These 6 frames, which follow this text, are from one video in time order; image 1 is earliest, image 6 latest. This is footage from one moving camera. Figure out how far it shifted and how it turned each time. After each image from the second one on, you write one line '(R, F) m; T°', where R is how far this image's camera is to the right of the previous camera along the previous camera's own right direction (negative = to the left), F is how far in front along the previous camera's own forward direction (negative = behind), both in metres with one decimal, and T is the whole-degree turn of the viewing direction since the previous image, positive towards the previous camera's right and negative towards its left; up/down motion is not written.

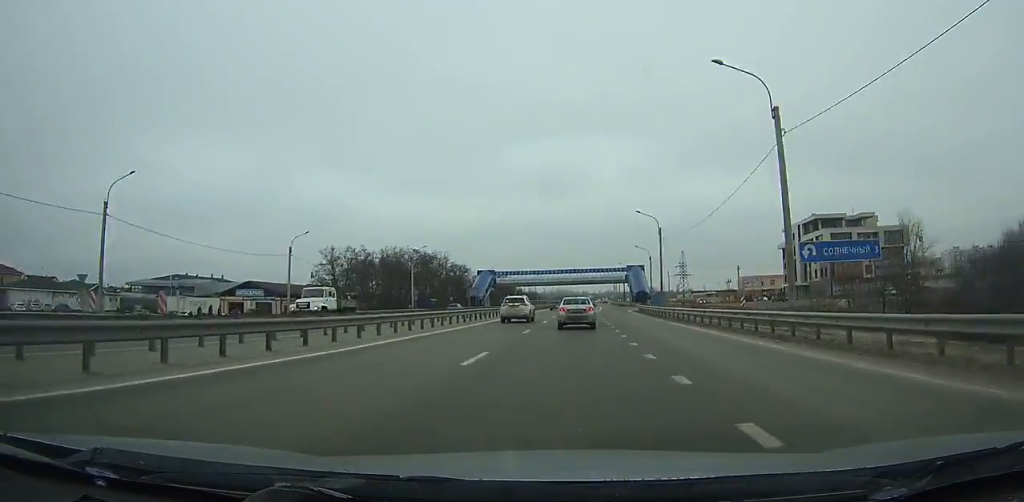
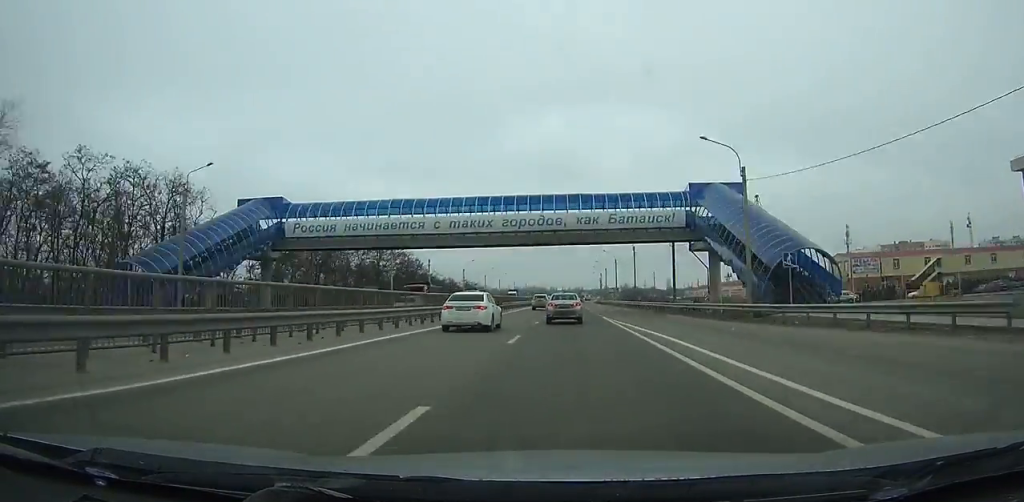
(+2.2, +107.0) m; +2°
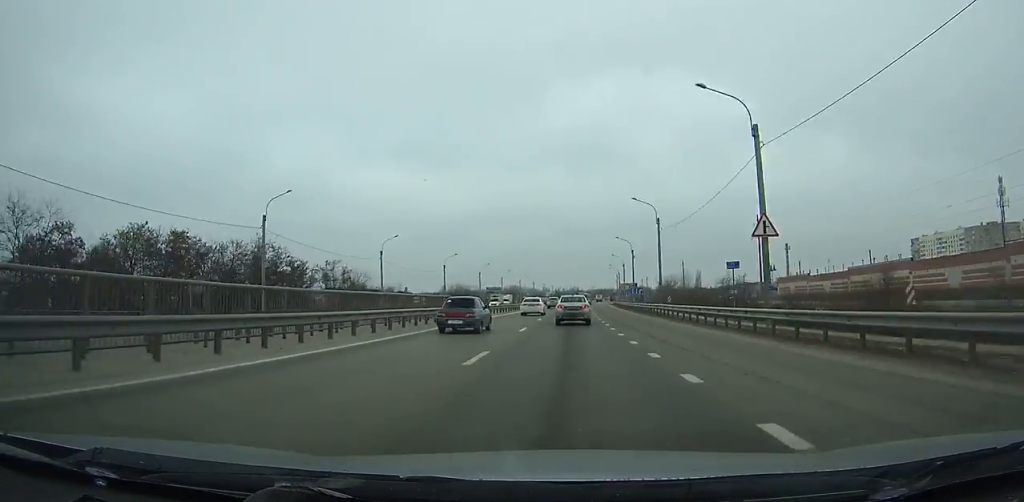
(+1.3, +115.7) m; +1°
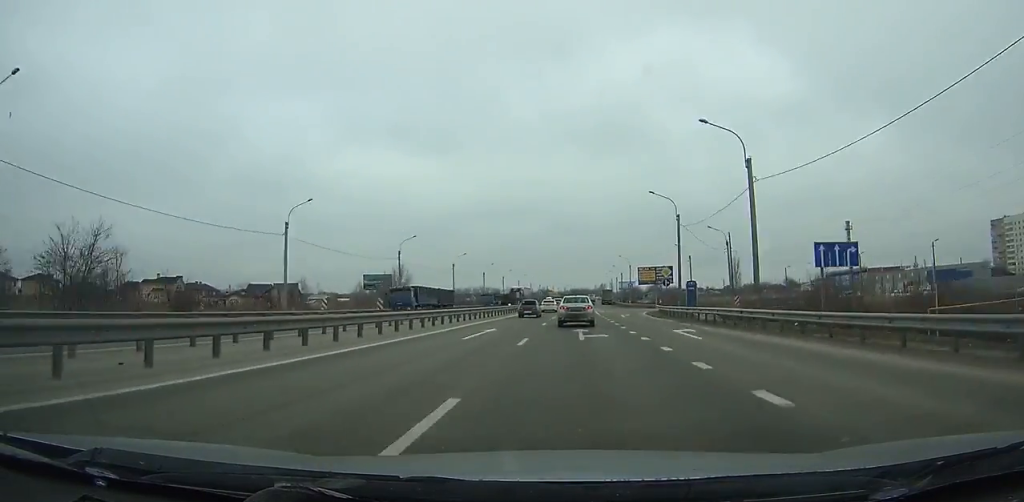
(+2.4, +115.3) m; +2°
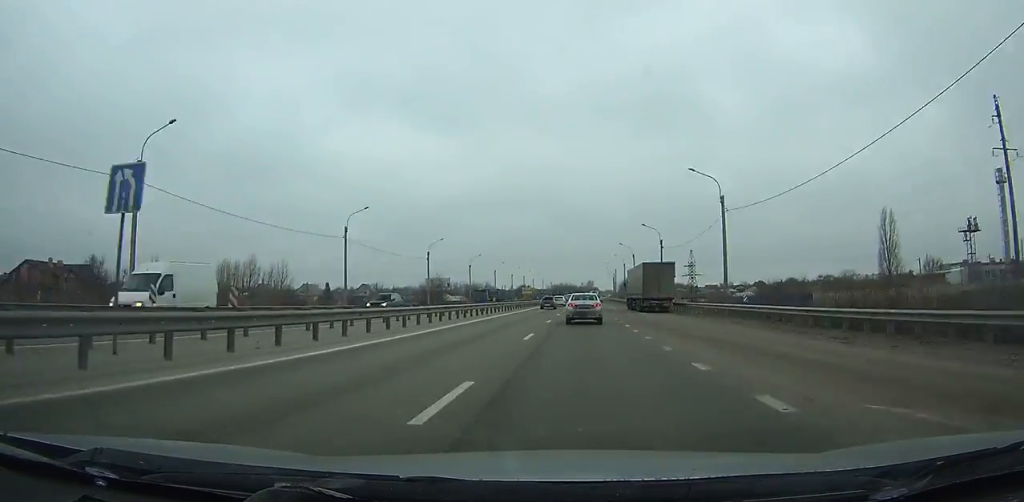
(+1.6, +110.5) m; +2°
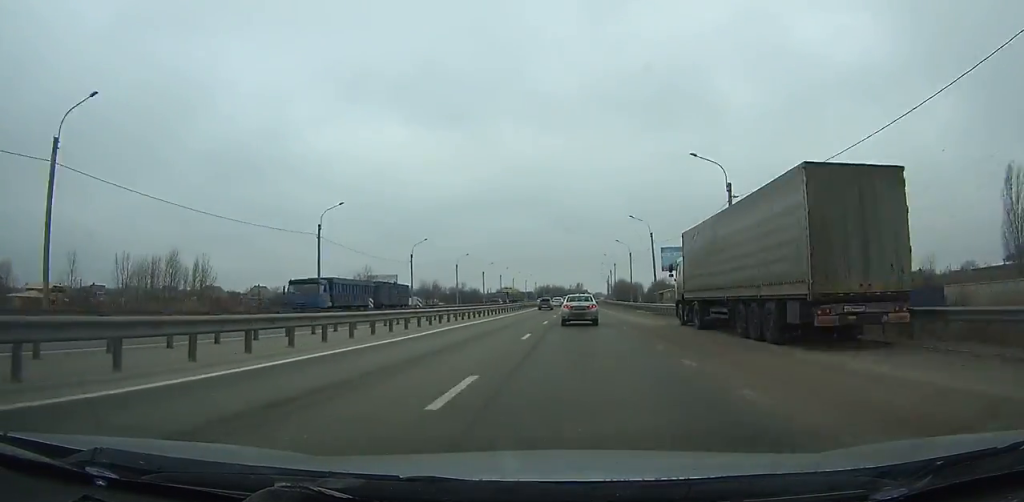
(+0.3, +35.8) m; +1°
